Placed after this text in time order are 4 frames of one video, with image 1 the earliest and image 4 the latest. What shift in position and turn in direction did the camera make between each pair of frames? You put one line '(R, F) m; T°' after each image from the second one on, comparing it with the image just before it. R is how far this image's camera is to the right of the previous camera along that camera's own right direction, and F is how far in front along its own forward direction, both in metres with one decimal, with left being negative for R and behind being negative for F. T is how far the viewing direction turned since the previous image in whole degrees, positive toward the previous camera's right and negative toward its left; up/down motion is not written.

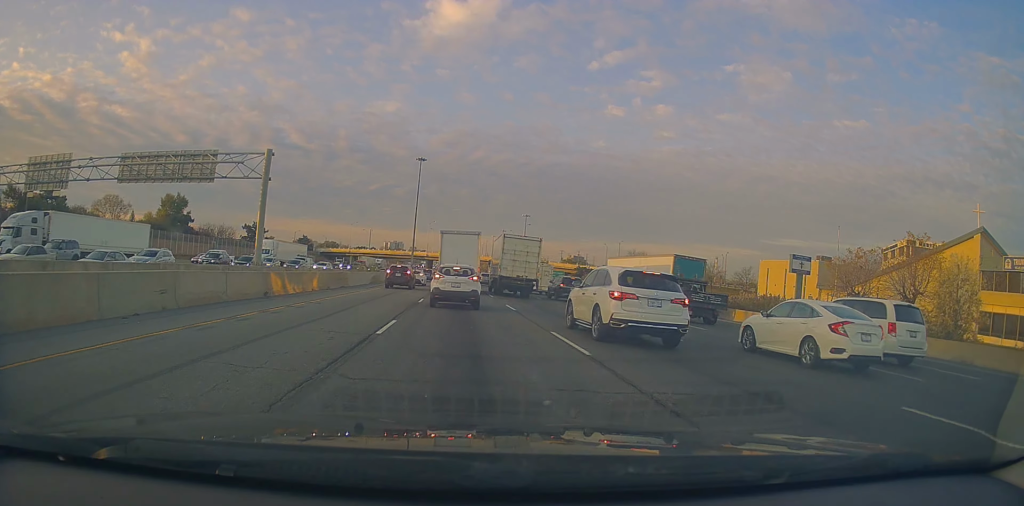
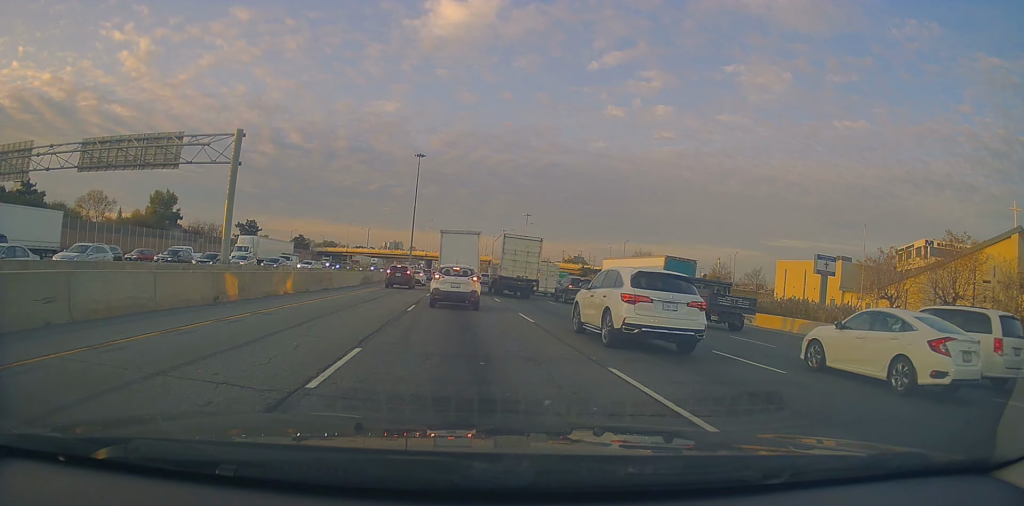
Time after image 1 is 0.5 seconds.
(-0.1, +5.1) m; 0°
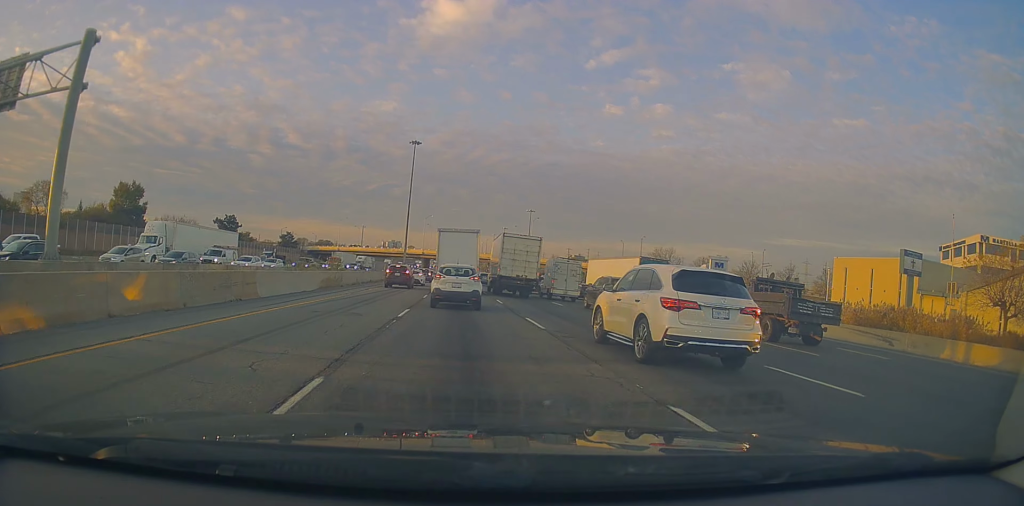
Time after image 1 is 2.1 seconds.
(+0.3, +14.1) m; +4°
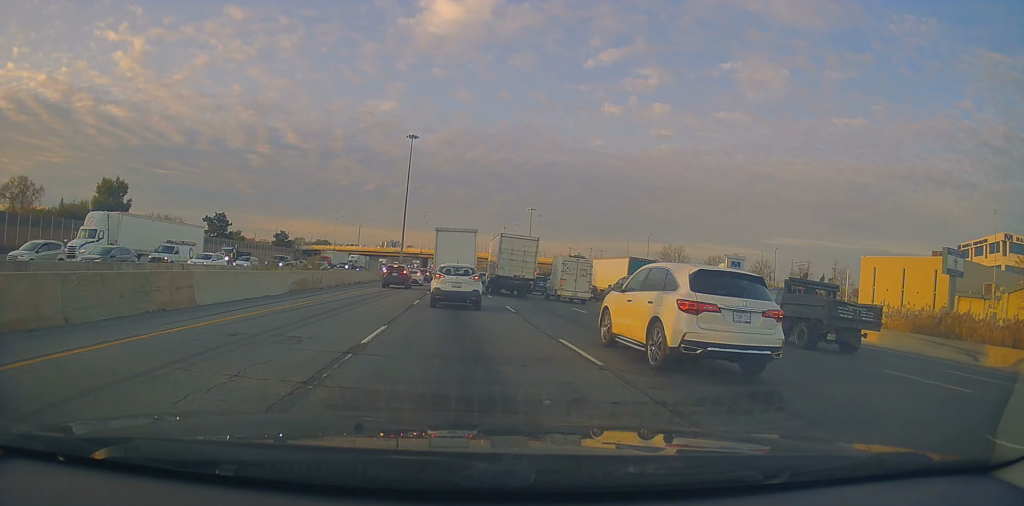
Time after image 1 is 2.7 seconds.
(+0.2, +5.6) m; 0°
